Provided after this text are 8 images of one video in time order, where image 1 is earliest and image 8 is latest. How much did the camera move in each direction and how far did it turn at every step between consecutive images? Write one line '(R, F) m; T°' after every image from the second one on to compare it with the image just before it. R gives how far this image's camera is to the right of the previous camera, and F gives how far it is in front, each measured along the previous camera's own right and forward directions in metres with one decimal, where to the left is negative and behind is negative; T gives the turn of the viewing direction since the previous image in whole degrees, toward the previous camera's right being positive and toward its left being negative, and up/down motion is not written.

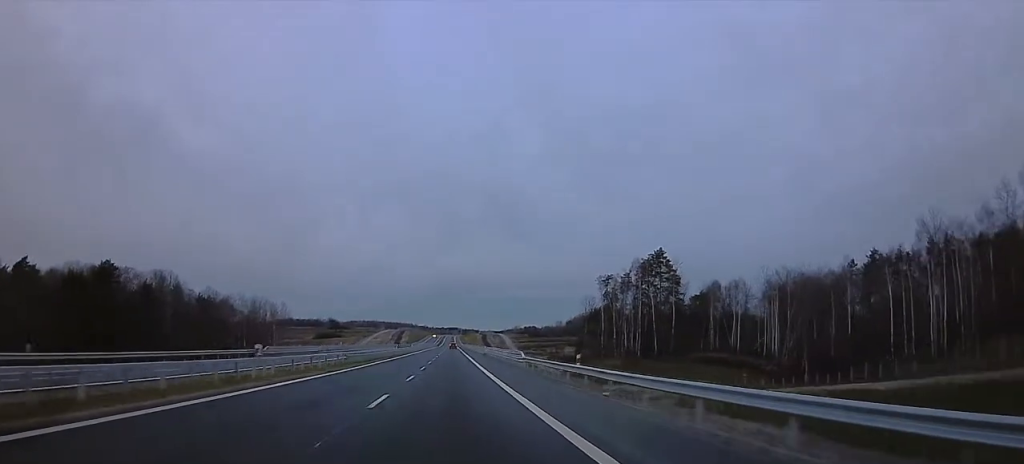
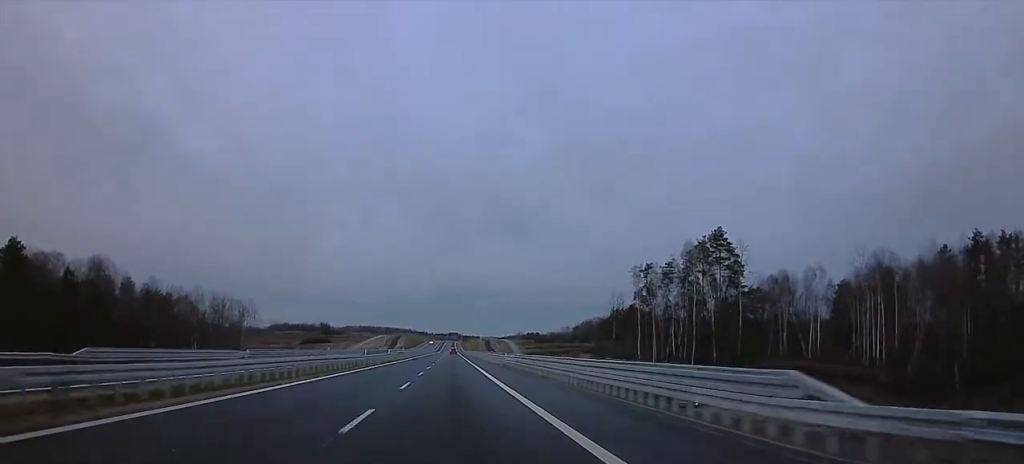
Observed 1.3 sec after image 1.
(0.0, +40.4) m; +1°
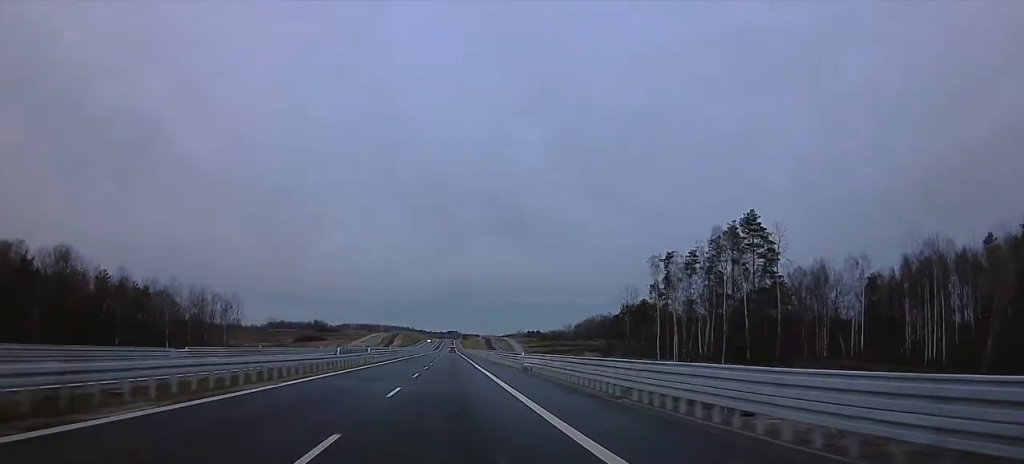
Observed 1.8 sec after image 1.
(+0.3, +16.6) m; 0°
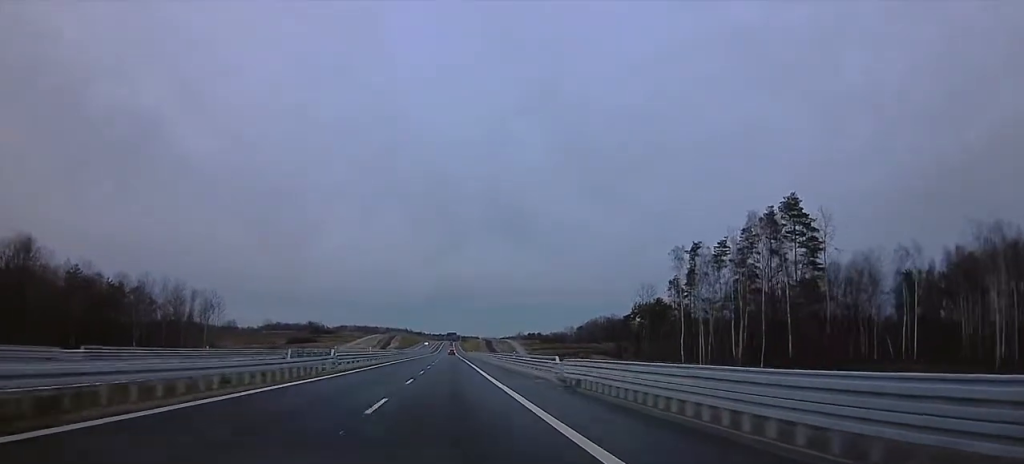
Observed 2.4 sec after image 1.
(+0.4, +16.6) m; 0°
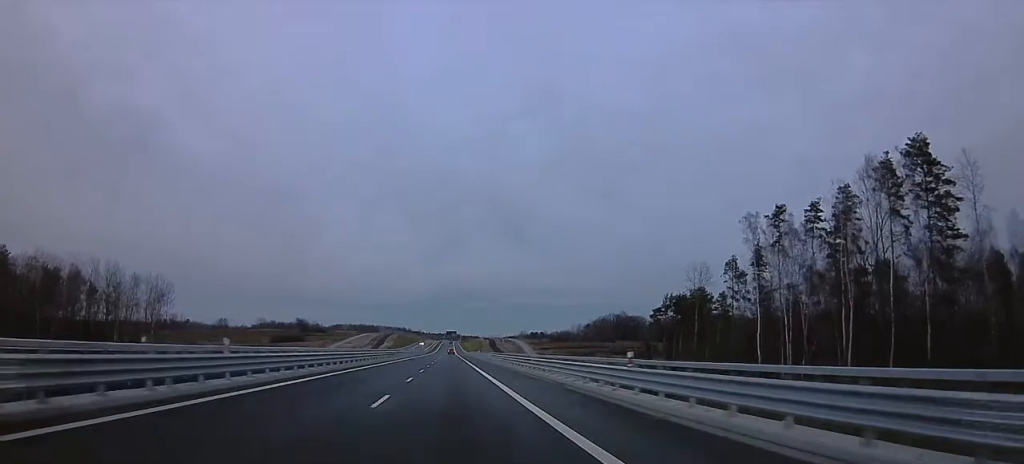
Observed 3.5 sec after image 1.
(-0.9, +35.0) m; -2°
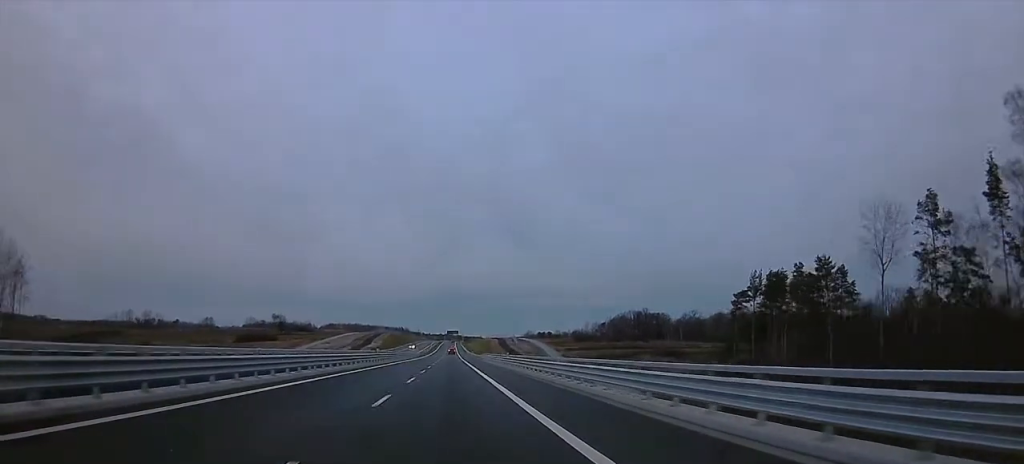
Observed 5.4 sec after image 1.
(0.0, +59.5) m; 0°
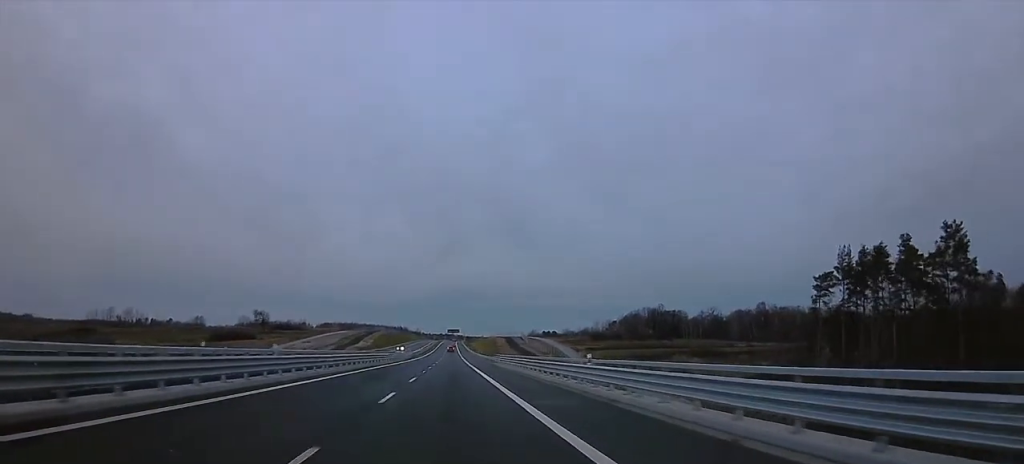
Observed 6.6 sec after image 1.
(+0.3, +35.0) m; 0°
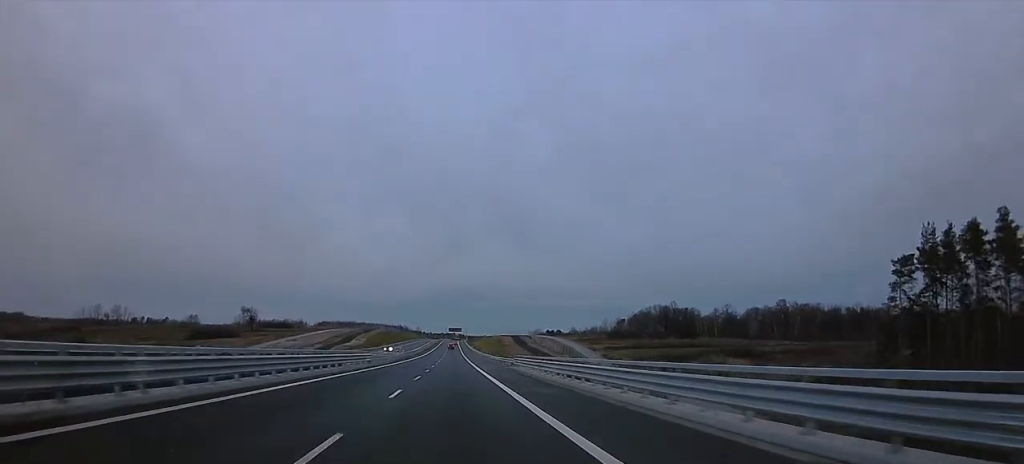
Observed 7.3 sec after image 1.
(0.0, +22.6) m; 0°
